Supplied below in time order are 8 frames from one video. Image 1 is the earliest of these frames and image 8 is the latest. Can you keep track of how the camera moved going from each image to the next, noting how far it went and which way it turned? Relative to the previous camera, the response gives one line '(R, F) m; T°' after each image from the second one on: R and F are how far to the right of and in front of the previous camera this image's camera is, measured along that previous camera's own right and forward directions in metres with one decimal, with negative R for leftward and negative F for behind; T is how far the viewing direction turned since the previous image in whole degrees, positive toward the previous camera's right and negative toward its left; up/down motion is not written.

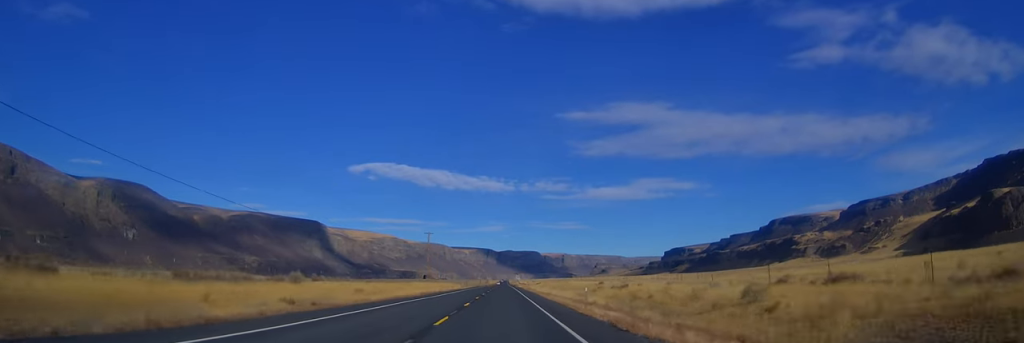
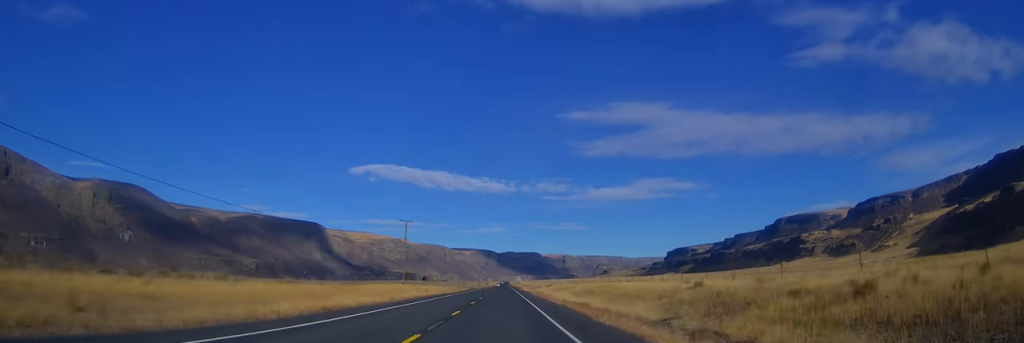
(+0.7, +30.4) m; +1°
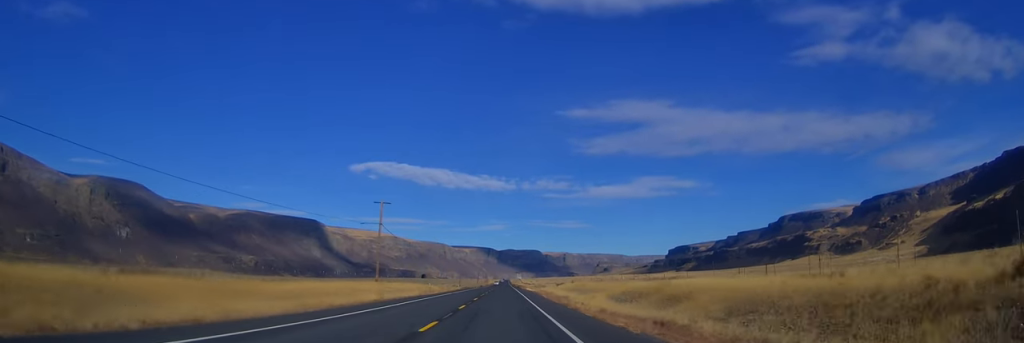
(0.0, +20.5) m; -1°
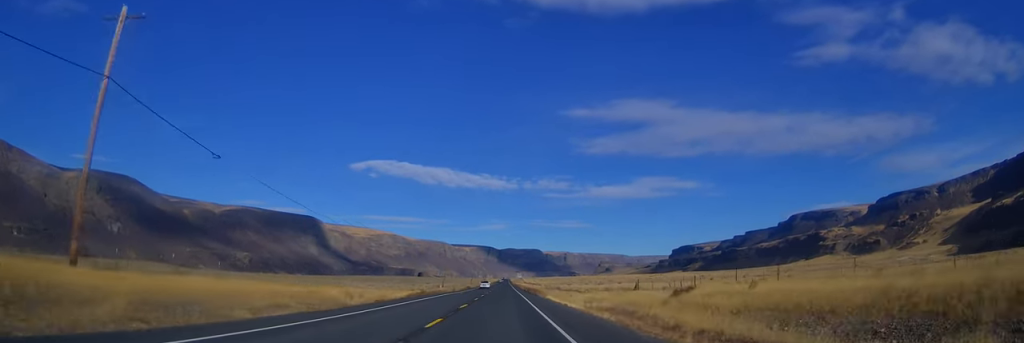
(-1.4, +59.1) m; -1°
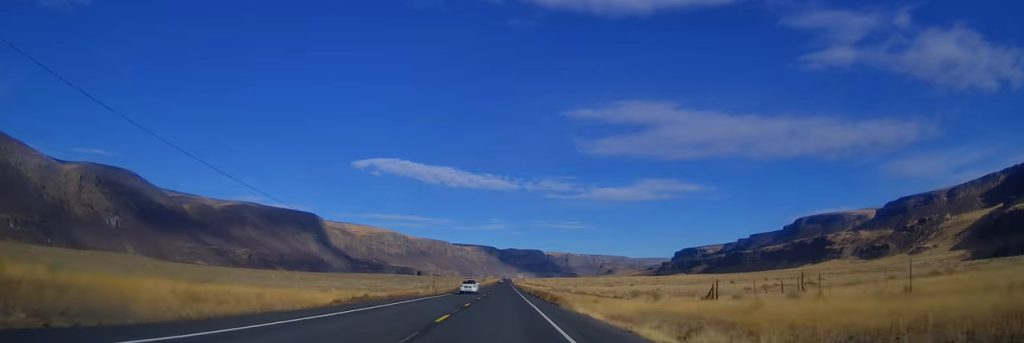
(+0.2, +22.2) m; 0°
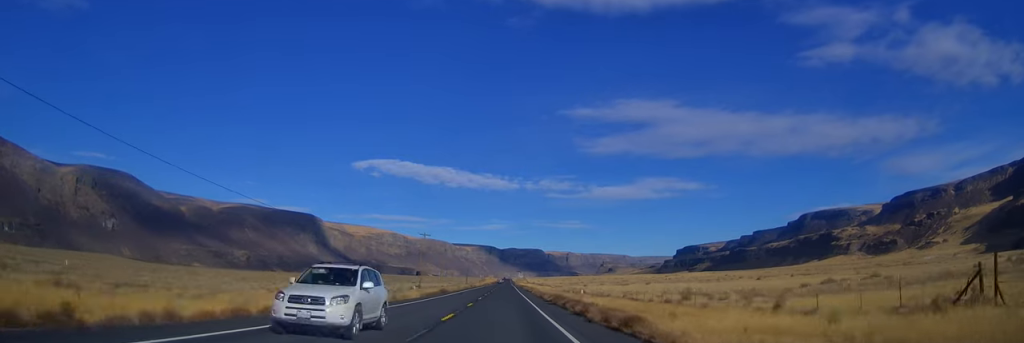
(+0.3, +23.2) m; 0°
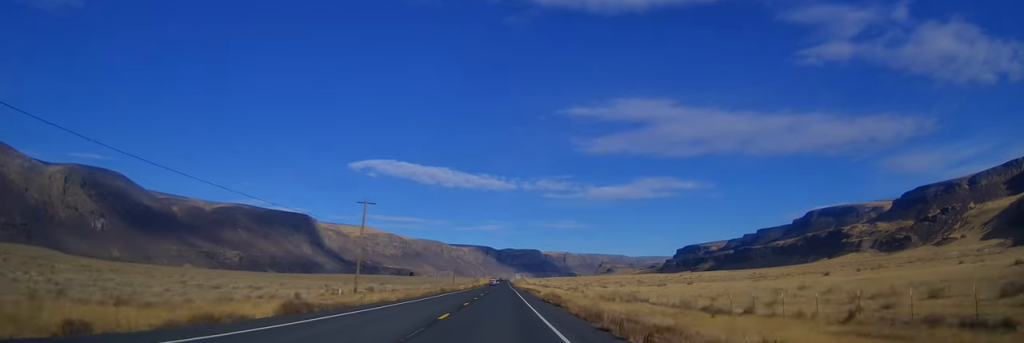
(-0.6, +47.7) m; 0°
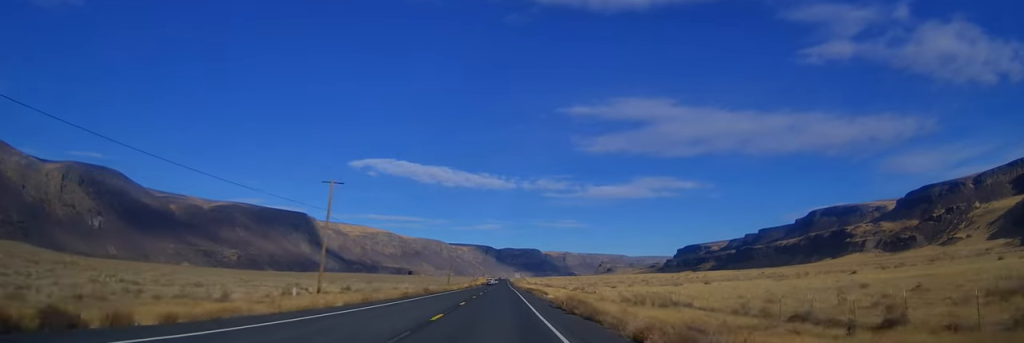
(+0.1, +13.7) m; 0°
